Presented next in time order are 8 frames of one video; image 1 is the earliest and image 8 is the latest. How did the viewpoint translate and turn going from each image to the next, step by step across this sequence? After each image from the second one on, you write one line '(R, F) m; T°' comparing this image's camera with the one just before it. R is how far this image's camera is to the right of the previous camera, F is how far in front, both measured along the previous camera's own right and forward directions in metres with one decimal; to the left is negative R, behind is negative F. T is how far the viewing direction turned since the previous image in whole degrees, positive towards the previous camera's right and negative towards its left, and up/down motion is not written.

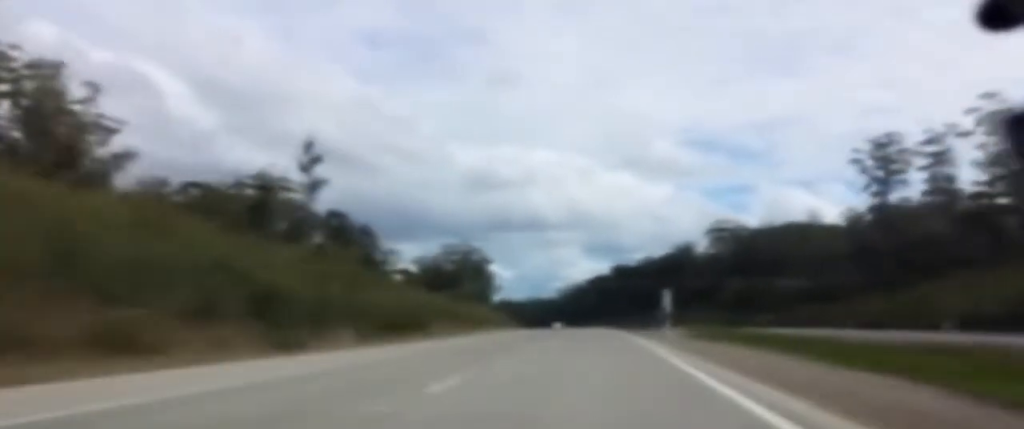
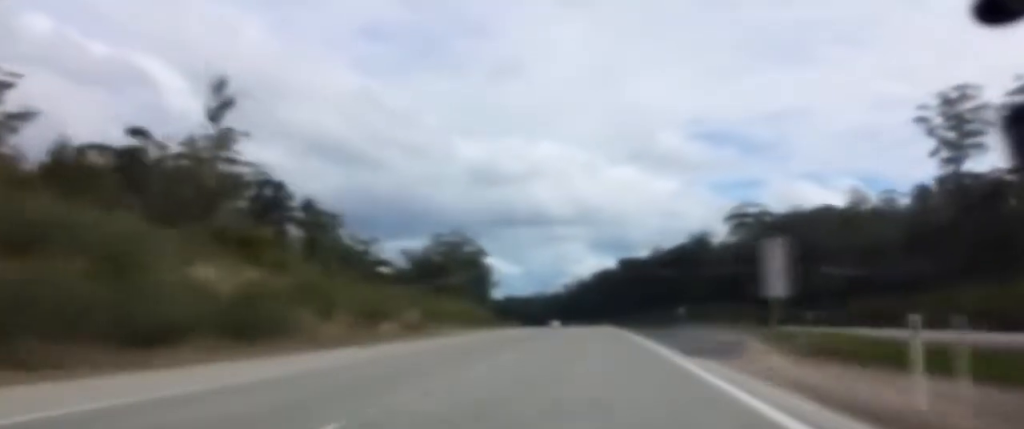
(-1.0, +29.4) m; -2°
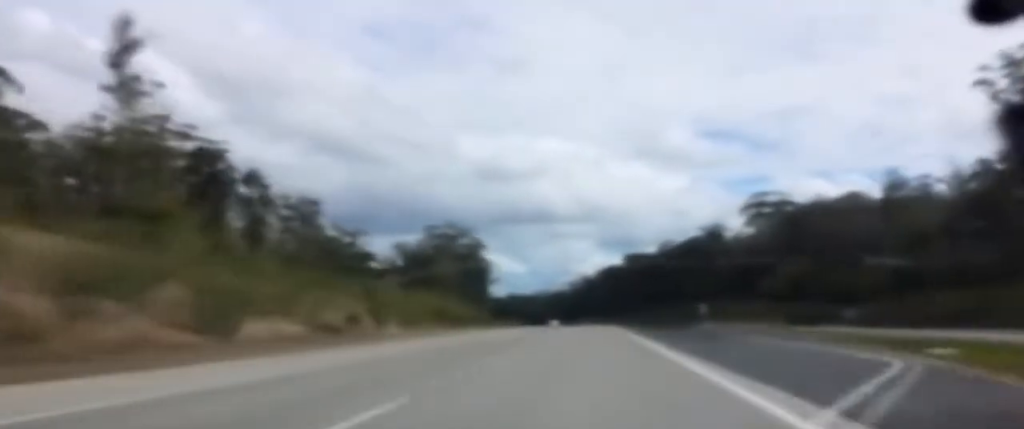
(-0.1, +20.4) m; 0°
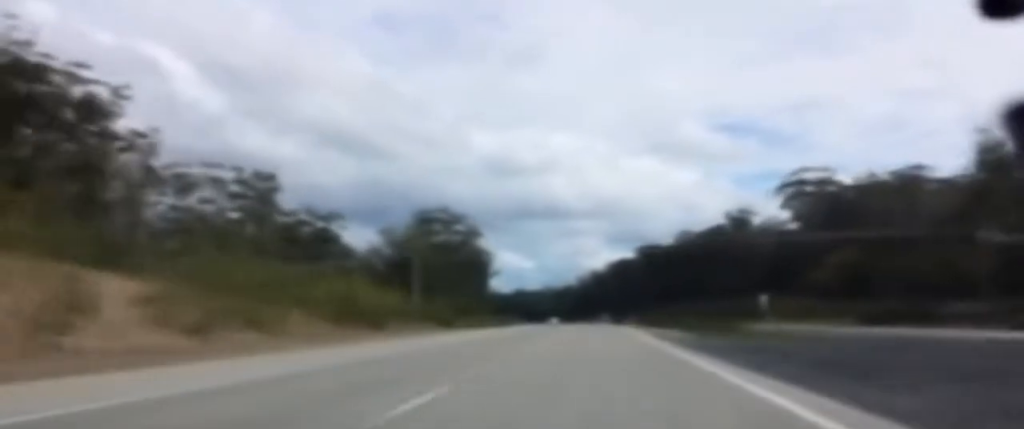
(+0.4, +32.7) m; +1°
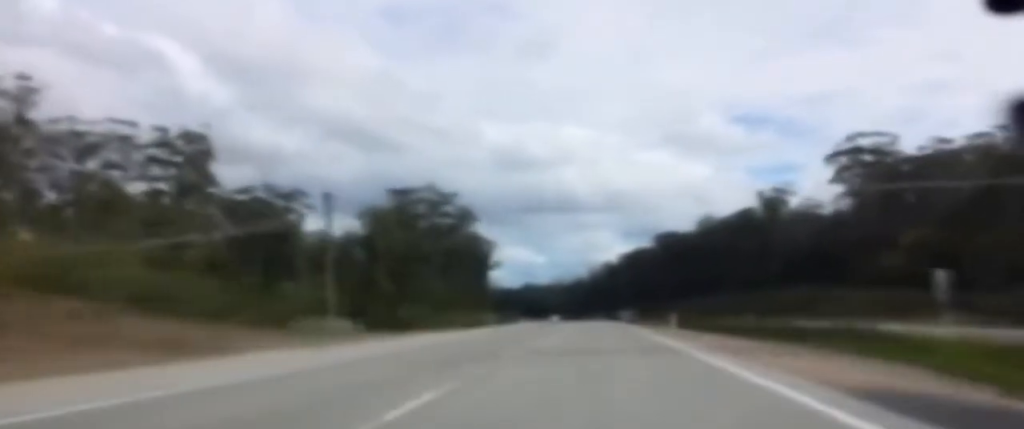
(-0.2, +34.8) m; -2°
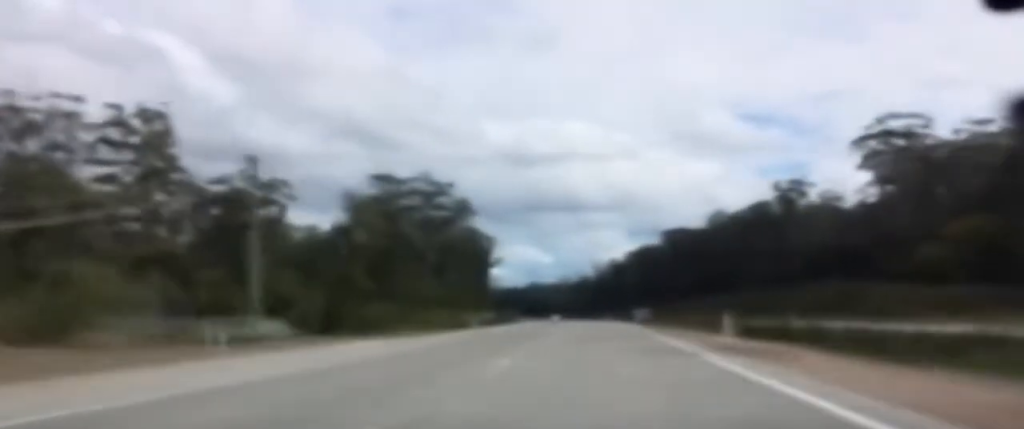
(-0.2, +15.3) m; -1°
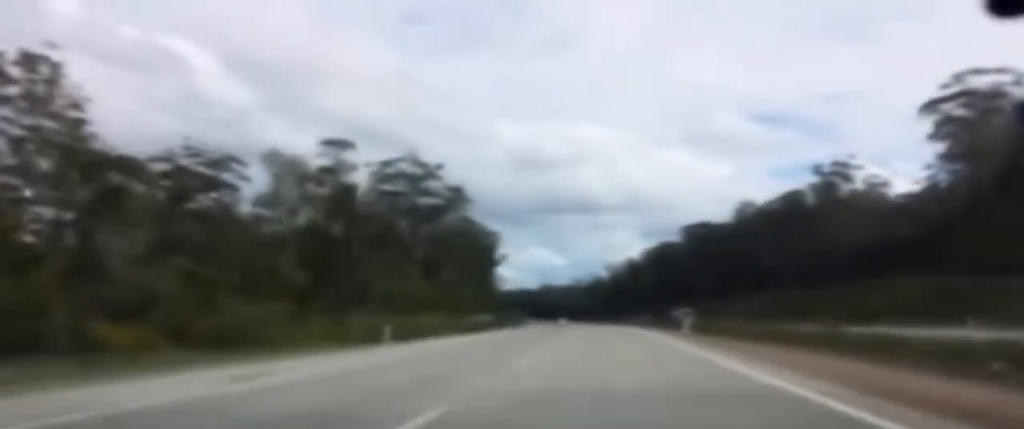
(-0.7, +31.7) m; 0°
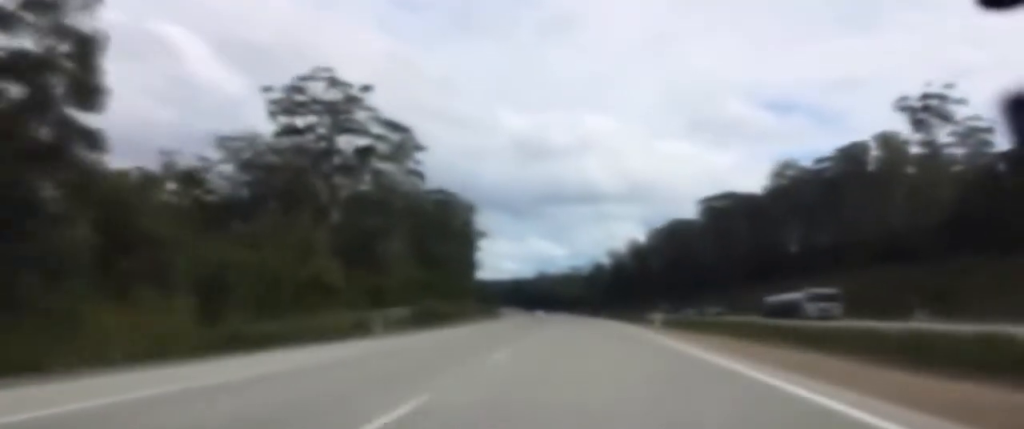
(+1.0, +56.1) m; +1°
